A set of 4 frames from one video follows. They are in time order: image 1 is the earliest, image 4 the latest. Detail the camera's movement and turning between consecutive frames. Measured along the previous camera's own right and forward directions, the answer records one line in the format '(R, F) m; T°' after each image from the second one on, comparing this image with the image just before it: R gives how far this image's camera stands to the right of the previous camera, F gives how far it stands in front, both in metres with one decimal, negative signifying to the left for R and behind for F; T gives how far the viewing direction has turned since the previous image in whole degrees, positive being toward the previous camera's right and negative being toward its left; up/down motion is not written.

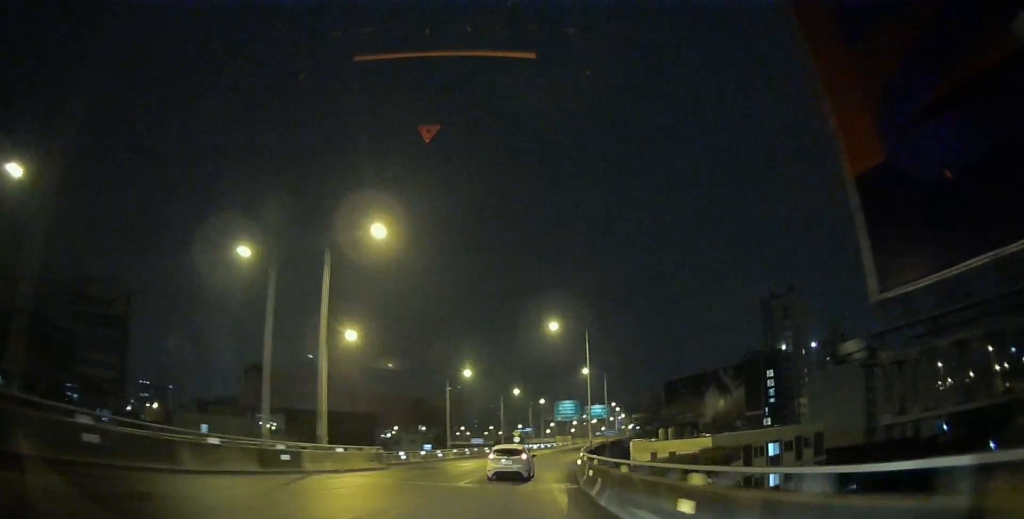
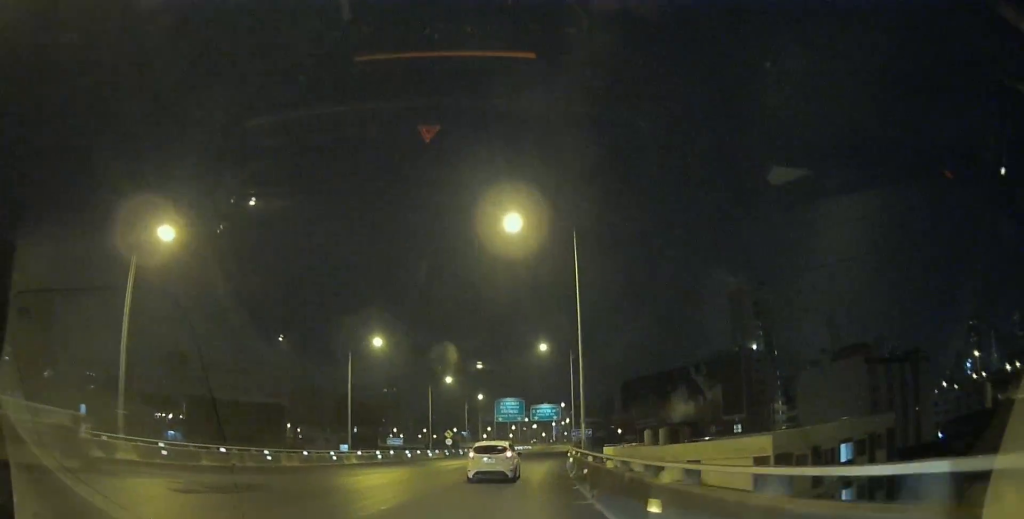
(+1.4, +20.3) m; +7°
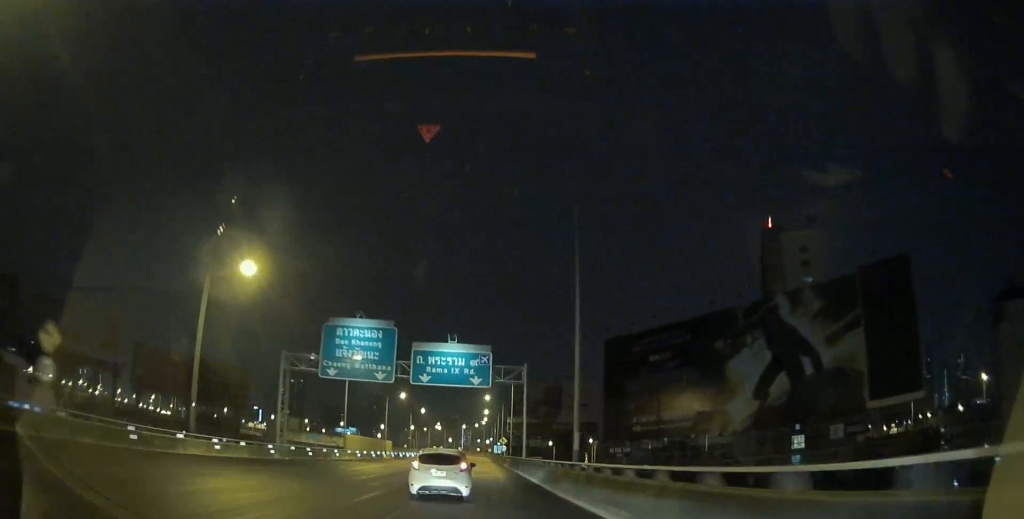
(+9.0, +70.1) m; +11°
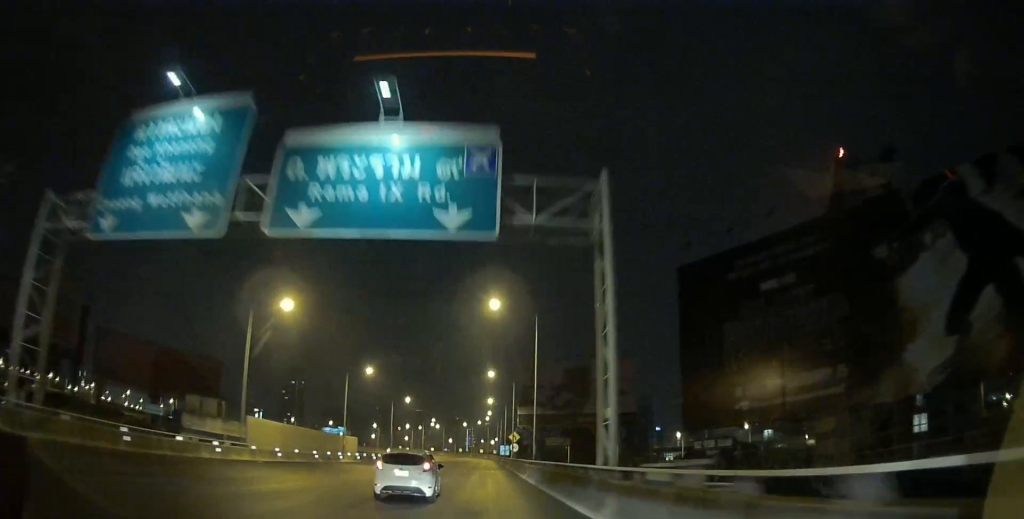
(0.0, +28.5) m; 0°
